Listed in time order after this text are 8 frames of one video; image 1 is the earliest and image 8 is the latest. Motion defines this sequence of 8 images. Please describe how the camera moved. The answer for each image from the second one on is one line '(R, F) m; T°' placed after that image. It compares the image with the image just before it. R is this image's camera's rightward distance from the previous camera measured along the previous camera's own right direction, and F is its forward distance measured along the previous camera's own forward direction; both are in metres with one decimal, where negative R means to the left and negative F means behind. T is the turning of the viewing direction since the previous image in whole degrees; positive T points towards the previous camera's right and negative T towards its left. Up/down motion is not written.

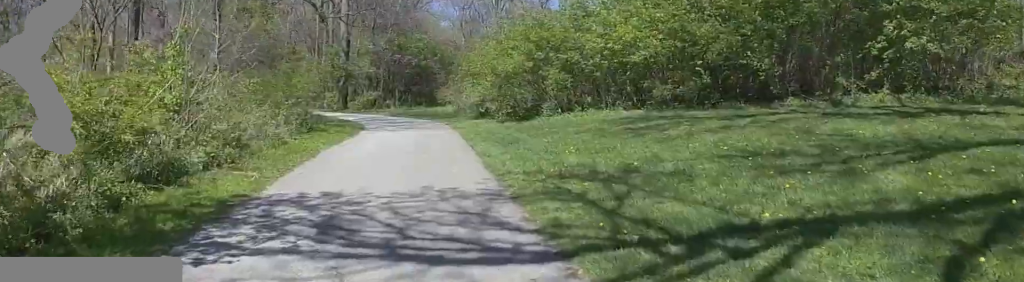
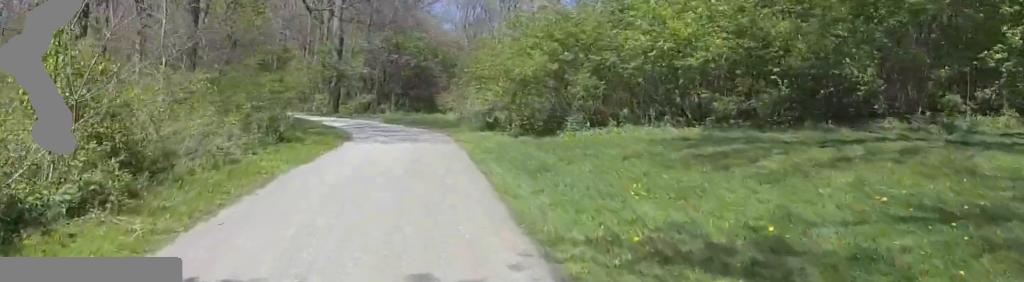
(0.0, +3.1) m; +3°
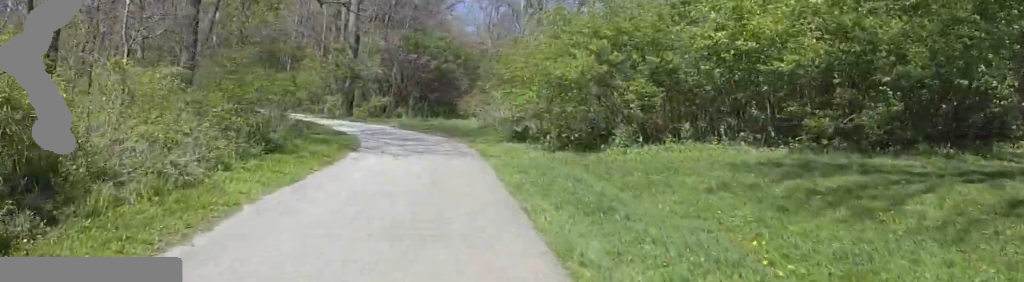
(-0.1, +2.3) m; +2°
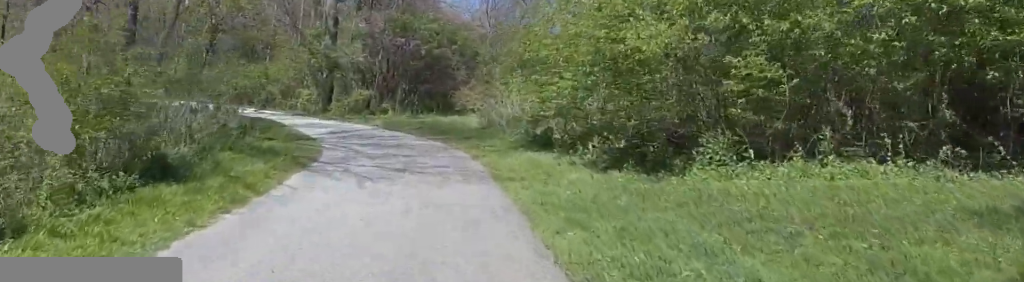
(+0.4, +4.2) m; 0°
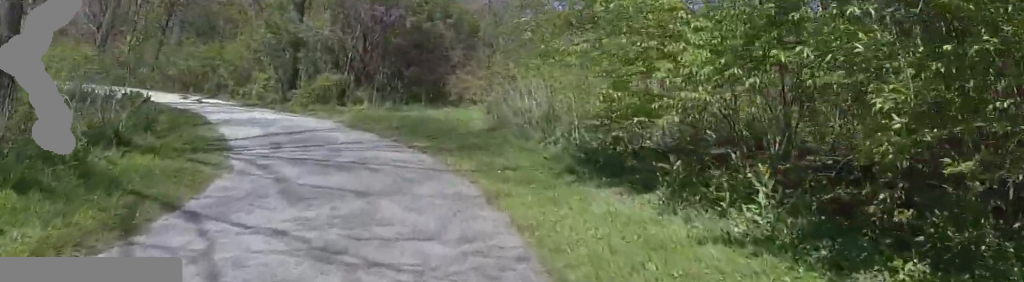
(-0.4, +5.2) m; -1°
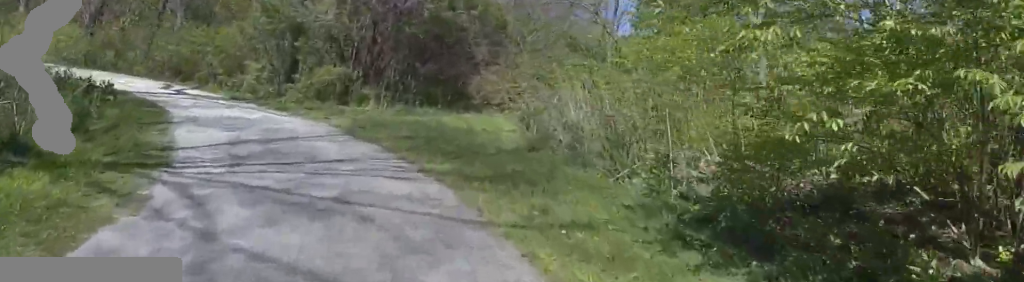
(0.0, +2.6) m; -4°
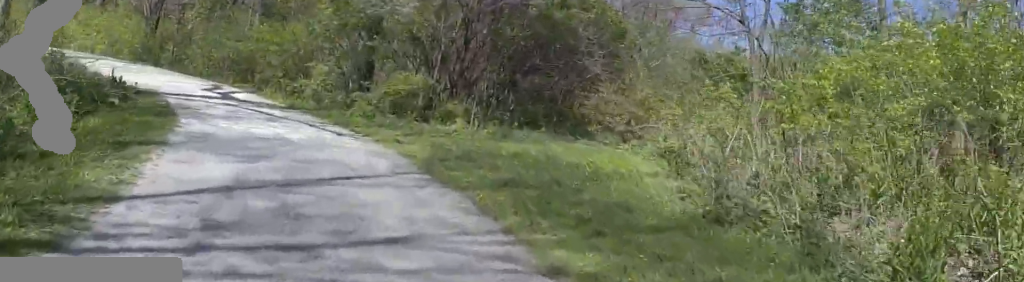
(+0.4, +3.2) m; -7°
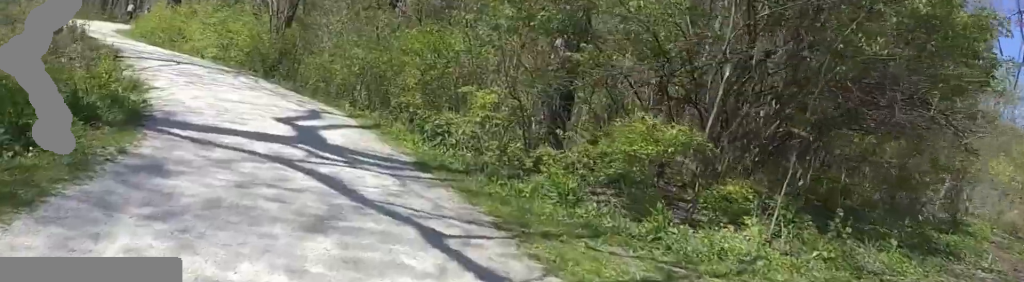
(-1.5, +6.4) m; -17°
